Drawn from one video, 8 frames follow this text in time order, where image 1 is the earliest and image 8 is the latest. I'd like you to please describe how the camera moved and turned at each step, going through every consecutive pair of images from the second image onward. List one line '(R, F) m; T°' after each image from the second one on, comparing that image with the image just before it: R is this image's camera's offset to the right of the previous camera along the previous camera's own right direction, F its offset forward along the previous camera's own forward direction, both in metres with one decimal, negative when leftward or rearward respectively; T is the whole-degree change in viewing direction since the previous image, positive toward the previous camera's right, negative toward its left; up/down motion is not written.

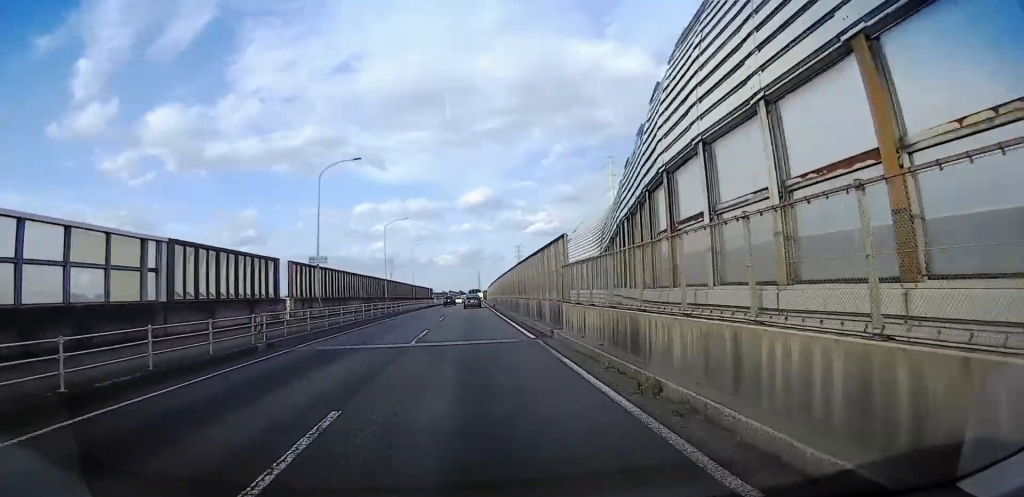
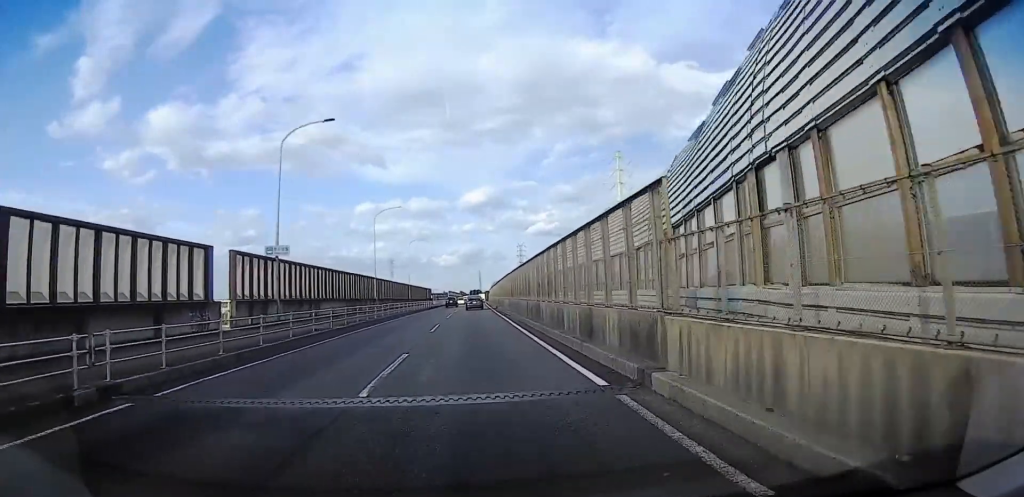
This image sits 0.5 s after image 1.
(-0.1, +8.6) m; -1°
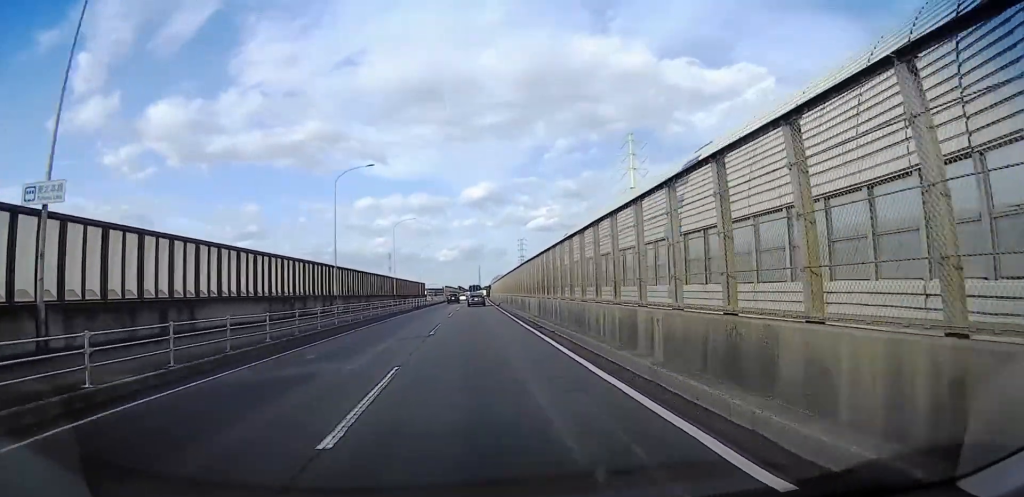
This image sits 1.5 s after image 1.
(-0.1, +17.6) m; +1°
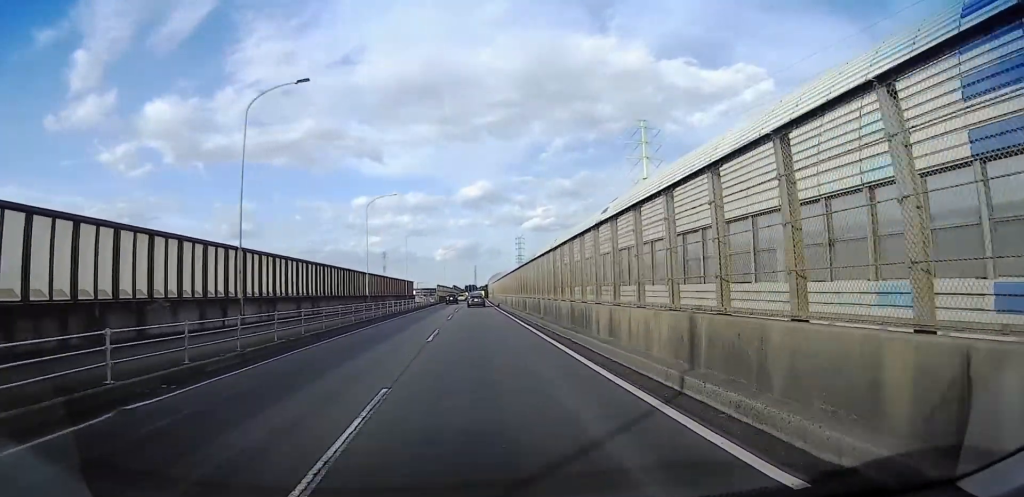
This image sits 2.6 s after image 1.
(+0.3, +17.7) m; +1°
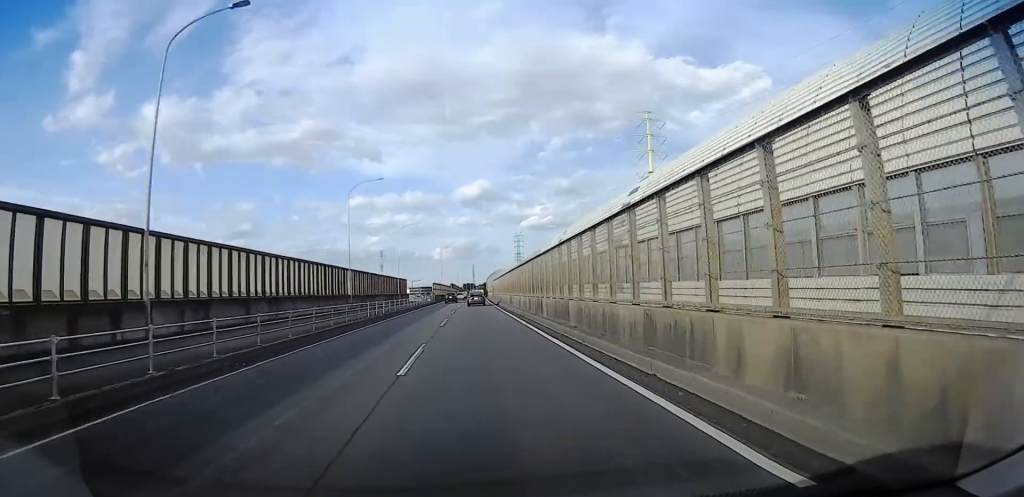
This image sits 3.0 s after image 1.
(0.0, +7.5) m; 0°
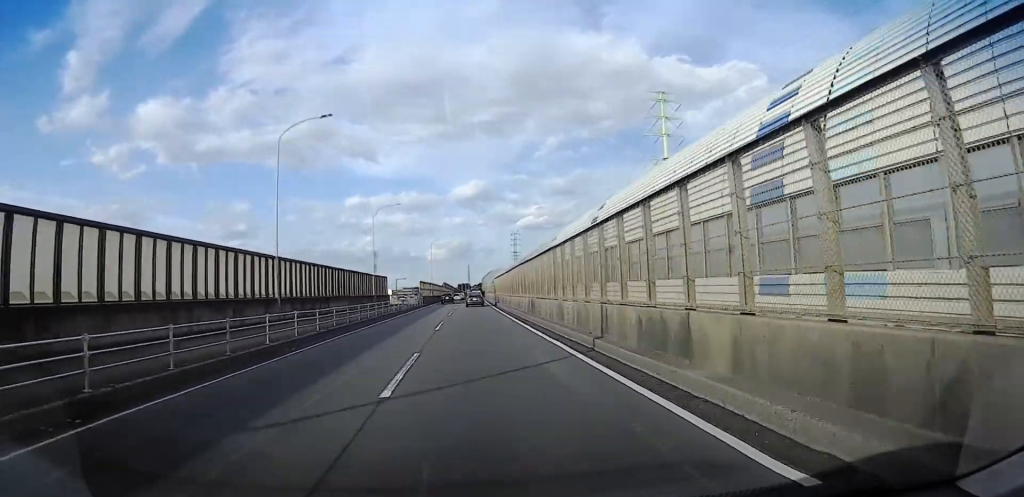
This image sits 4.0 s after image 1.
(0.0, +17.2) m; 0°
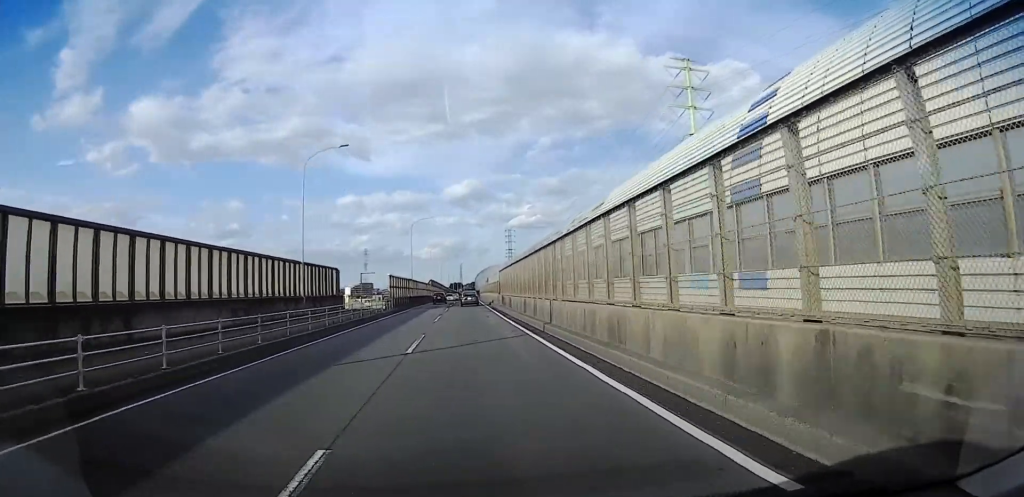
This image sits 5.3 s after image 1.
(0.0, +23.1) m; 0°
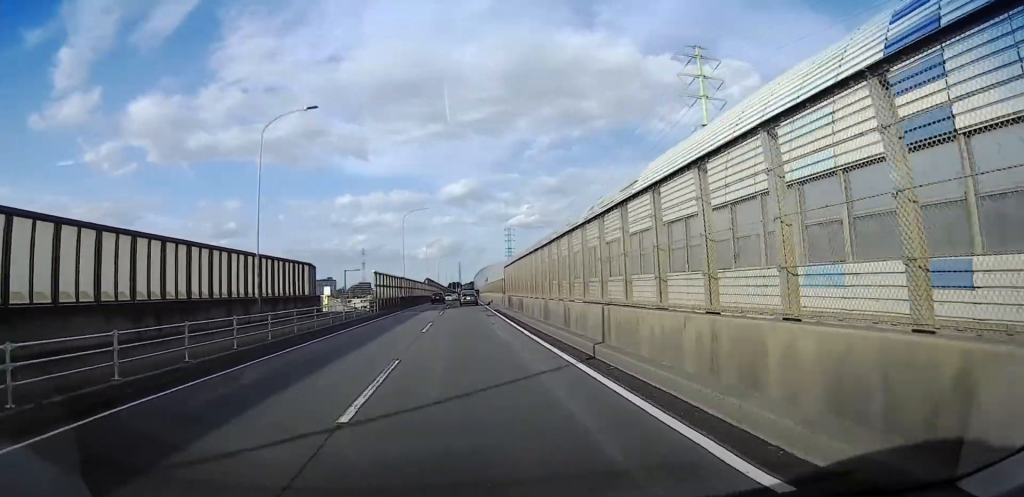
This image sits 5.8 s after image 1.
(0.0, +7.6) m; 0°
